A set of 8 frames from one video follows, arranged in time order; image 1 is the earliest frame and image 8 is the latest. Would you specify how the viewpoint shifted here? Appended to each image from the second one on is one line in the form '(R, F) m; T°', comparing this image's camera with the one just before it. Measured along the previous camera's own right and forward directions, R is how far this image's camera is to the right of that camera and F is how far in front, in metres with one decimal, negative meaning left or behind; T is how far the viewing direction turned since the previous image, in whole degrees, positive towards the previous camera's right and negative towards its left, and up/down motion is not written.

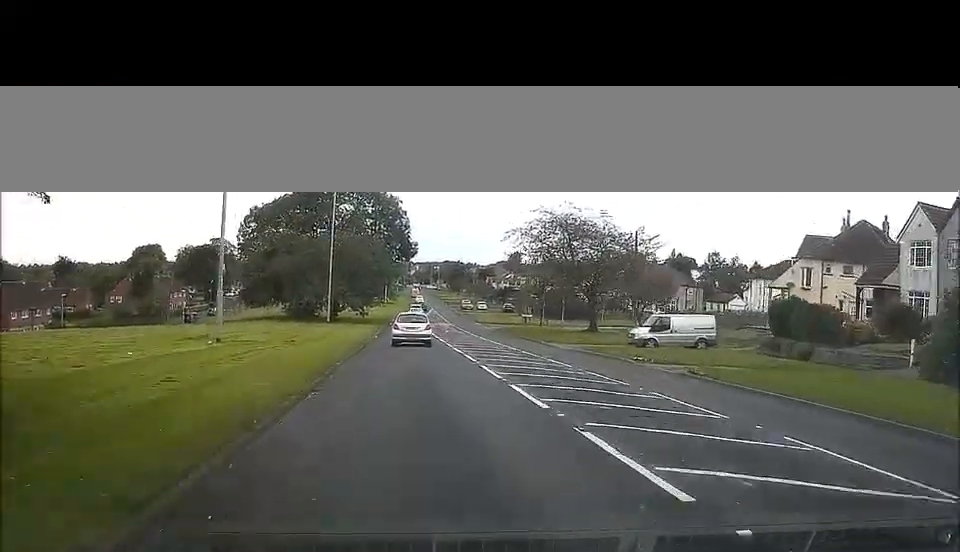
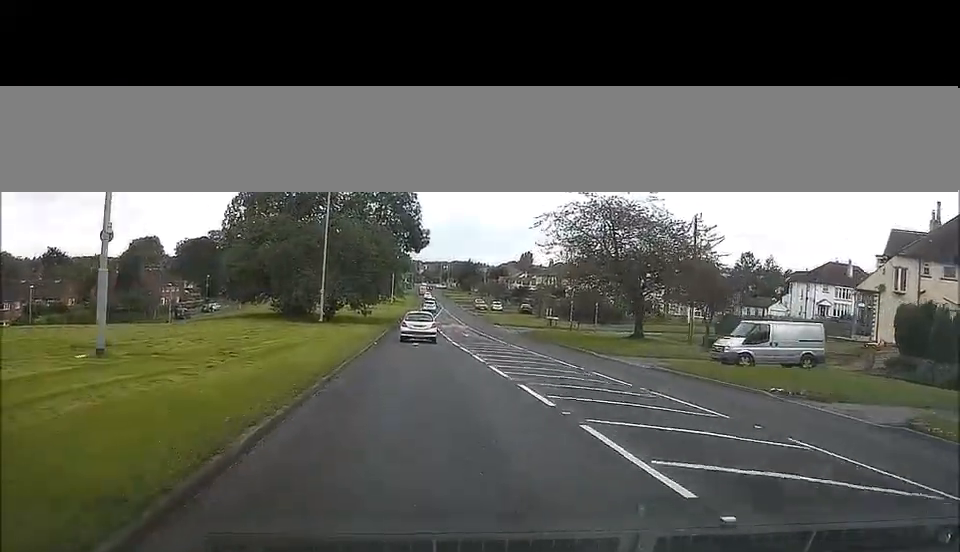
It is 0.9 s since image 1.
(-0.1, +11.4) m; -1°
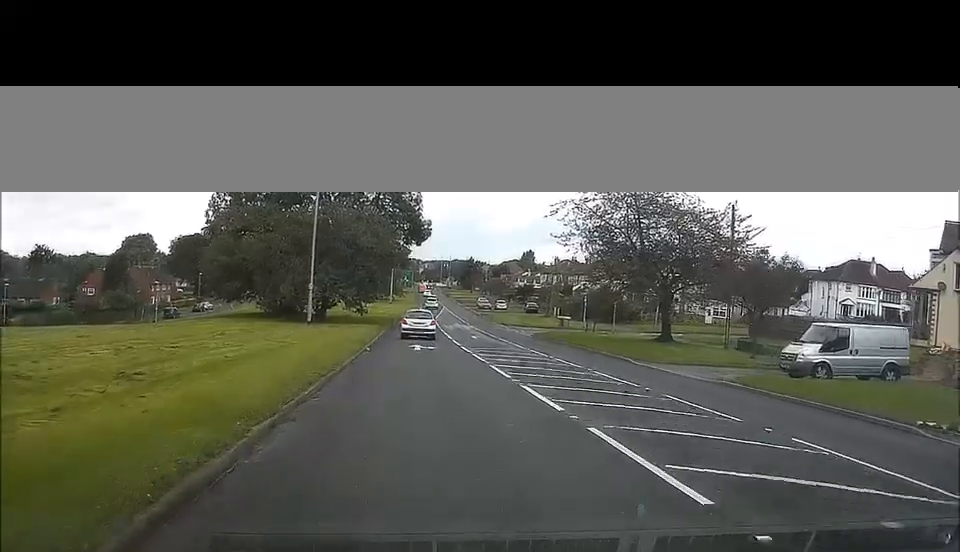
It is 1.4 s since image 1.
(+0.1, +6.4) m; 0°
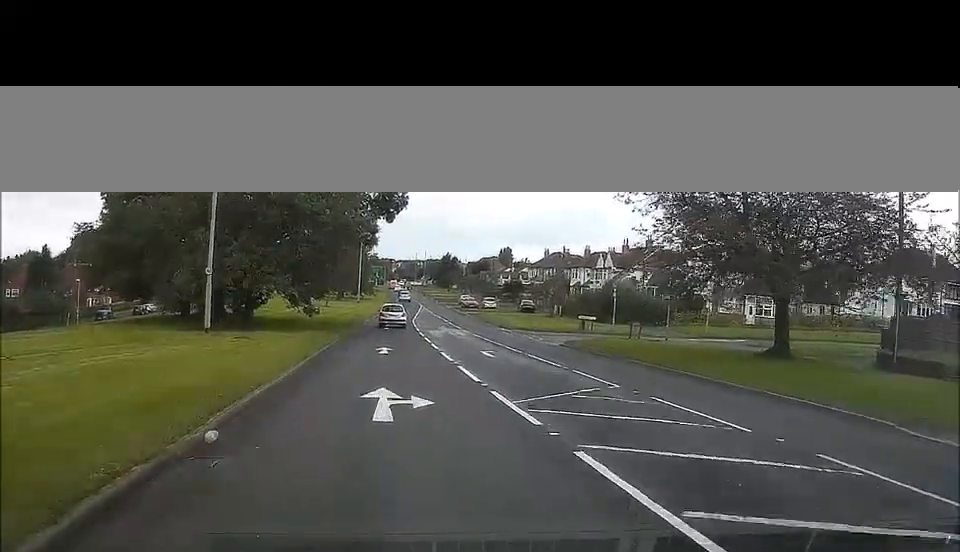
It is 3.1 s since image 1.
(-0.3, +19.6) m; -1°
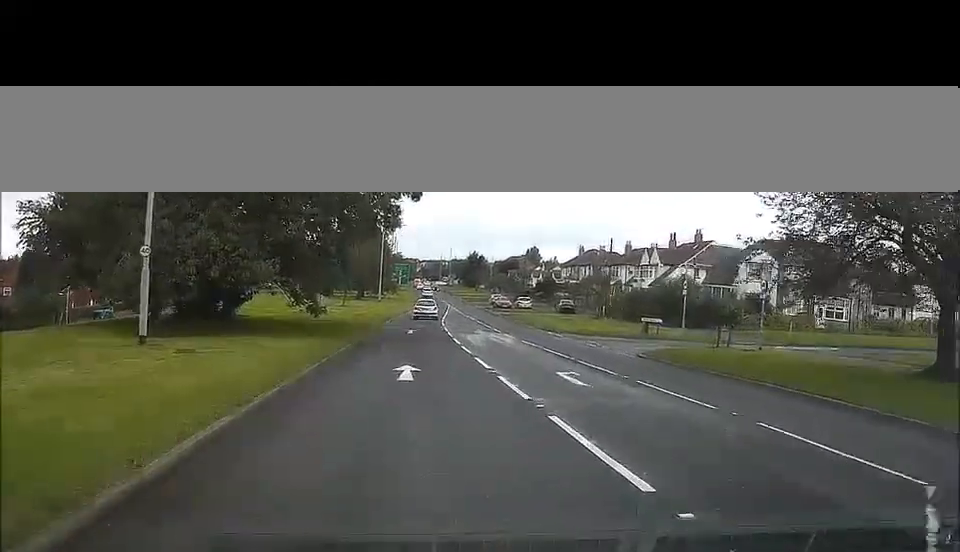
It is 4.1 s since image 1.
(0.0, +9.6) m; +2°
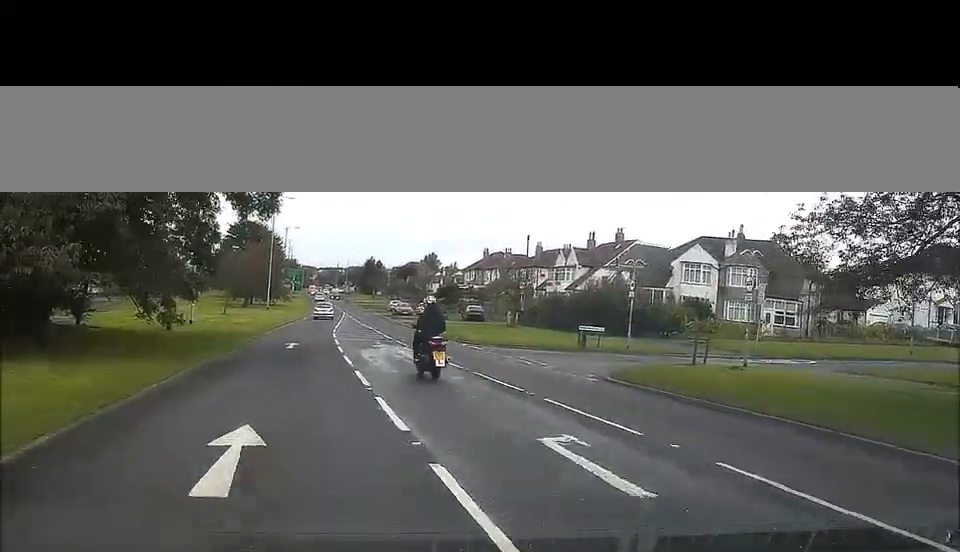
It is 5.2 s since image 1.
(+0.5, +9.4) m; +6°
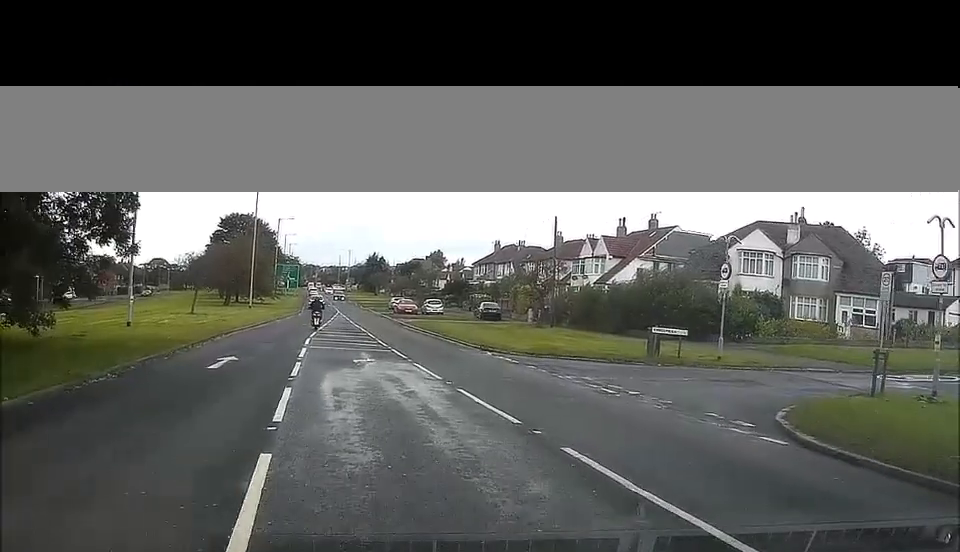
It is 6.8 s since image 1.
(+0.5, +10.9) m; +3°
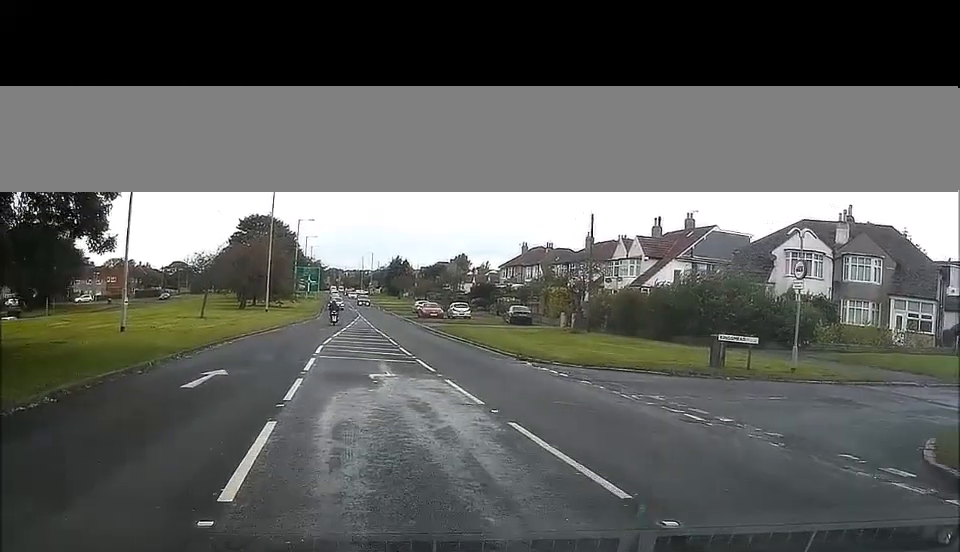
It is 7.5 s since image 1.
(+0.1, +3.7) m; -2°
